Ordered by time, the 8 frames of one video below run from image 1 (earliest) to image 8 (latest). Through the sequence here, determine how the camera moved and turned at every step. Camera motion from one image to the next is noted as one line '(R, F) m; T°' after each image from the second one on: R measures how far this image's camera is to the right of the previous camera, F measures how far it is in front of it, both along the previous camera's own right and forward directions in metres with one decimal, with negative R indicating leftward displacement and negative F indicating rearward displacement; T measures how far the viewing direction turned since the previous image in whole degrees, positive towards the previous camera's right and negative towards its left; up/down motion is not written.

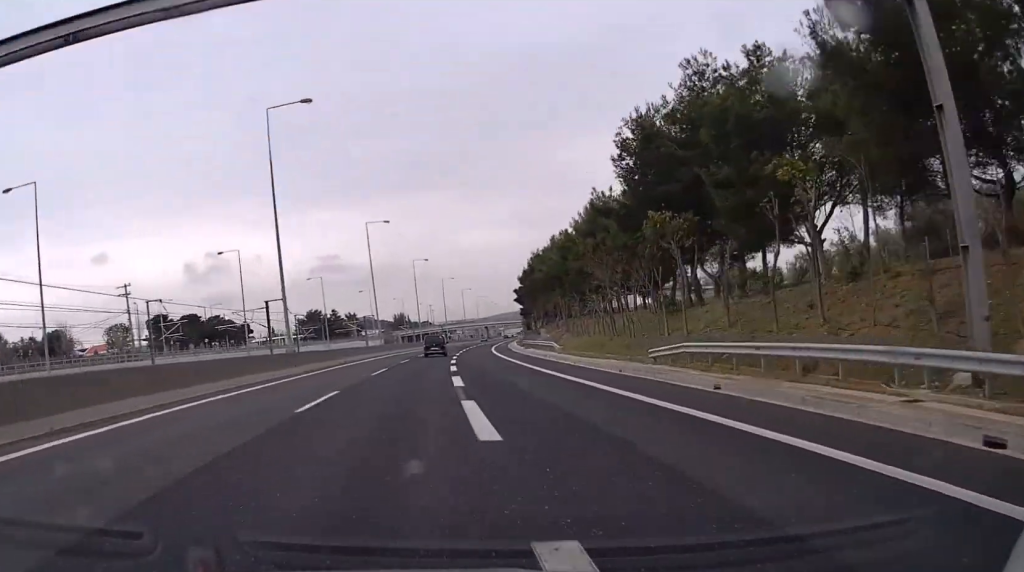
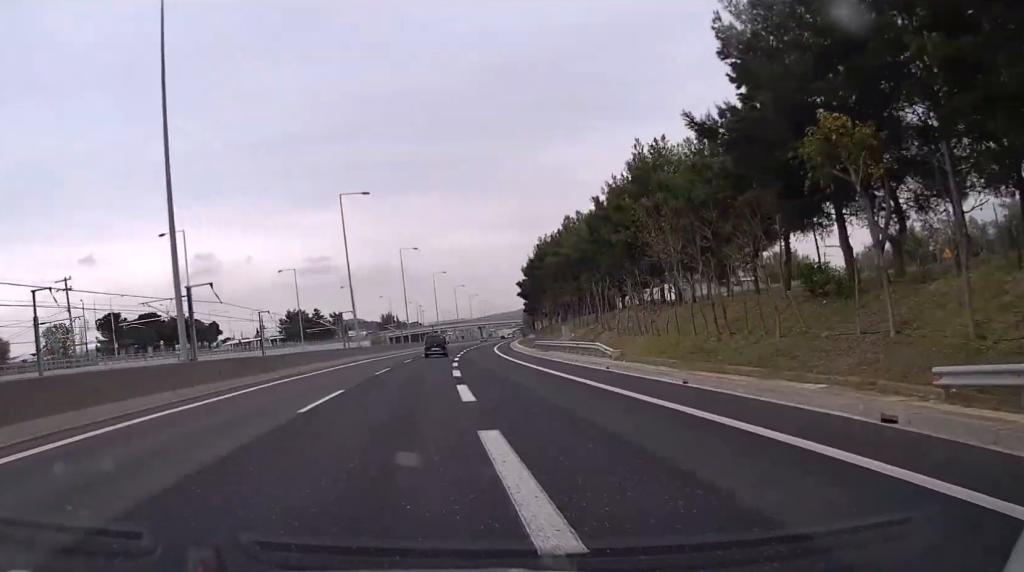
(+0.2, +17.9) m; 0°
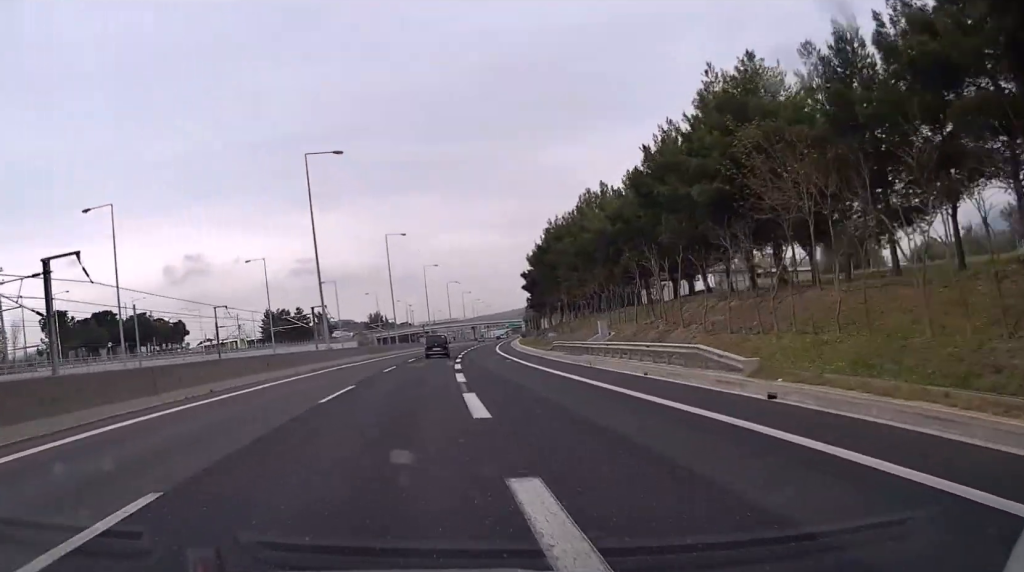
(+0.1, +15.9) m; +1°
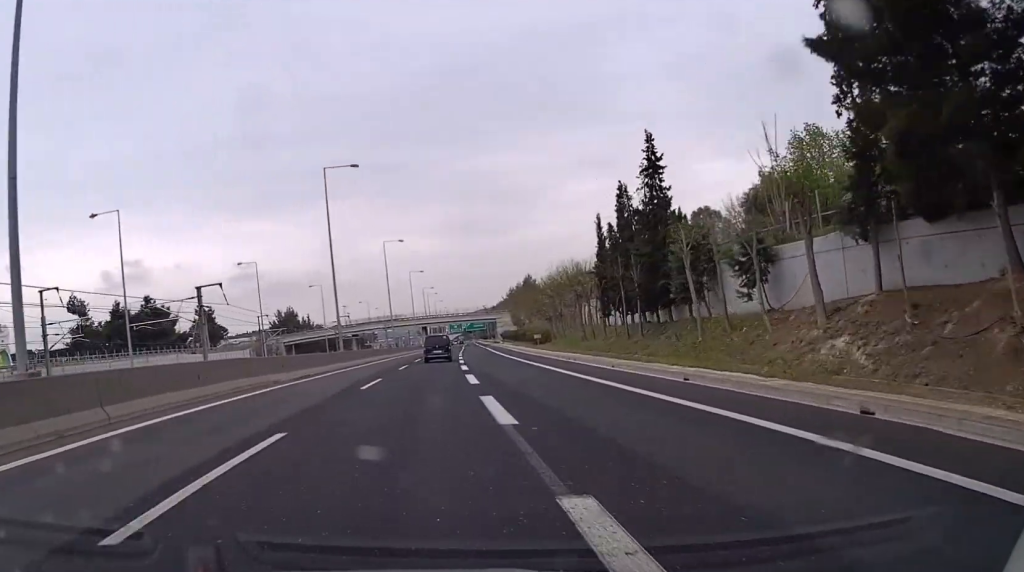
(+3.5, +85.3) m; +5°
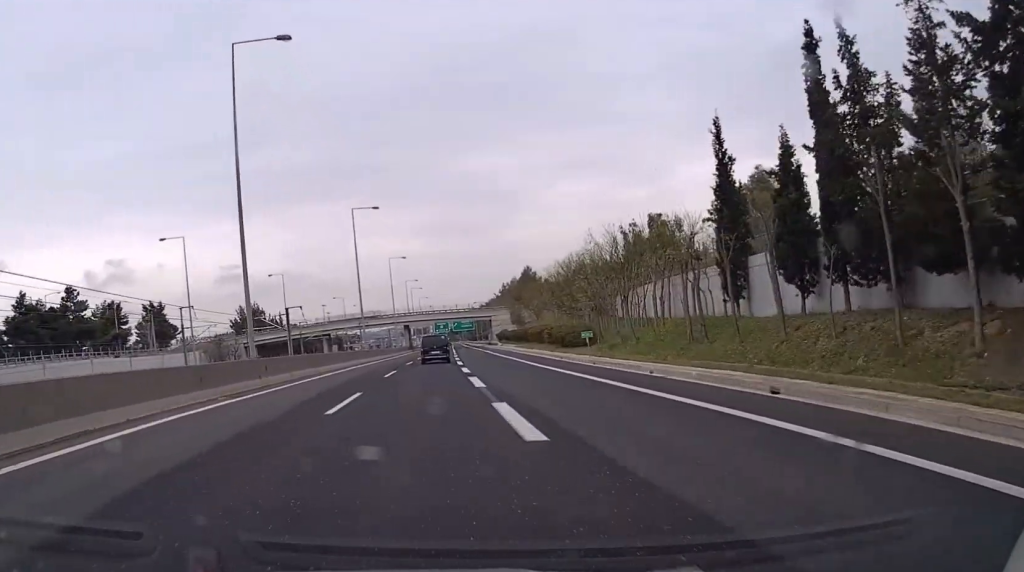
(+0.1, +26.9) m; +1°
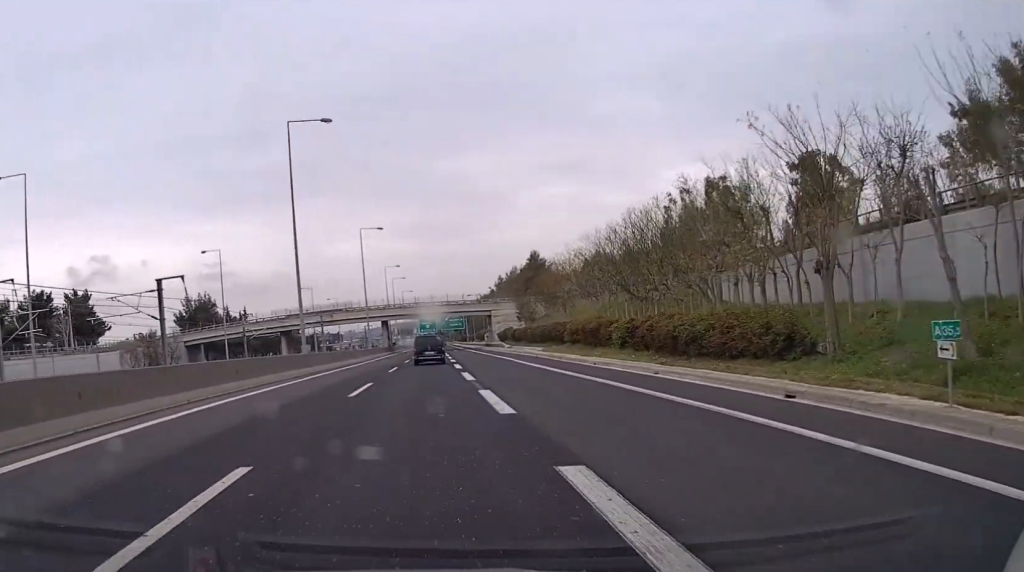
(+0.3, +31.1) m; +1°
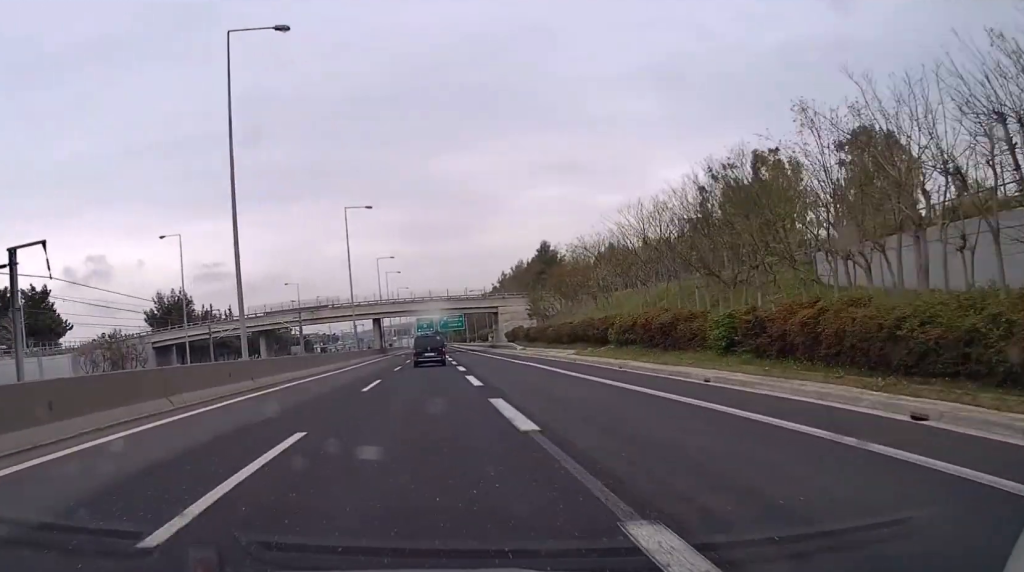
(+0.2, +15.0) m; 0°
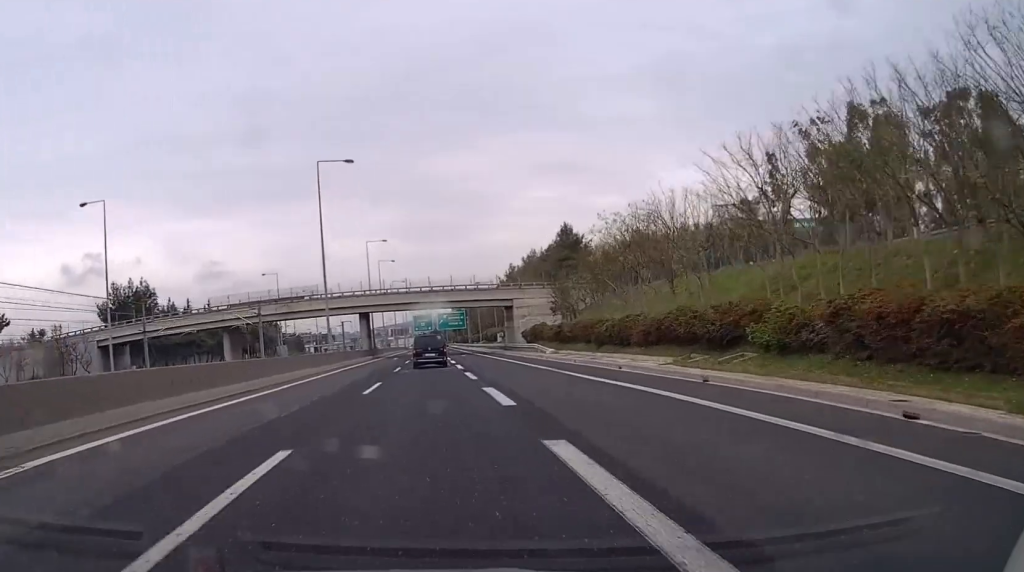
(+0.1, +19.9) m; 0°
